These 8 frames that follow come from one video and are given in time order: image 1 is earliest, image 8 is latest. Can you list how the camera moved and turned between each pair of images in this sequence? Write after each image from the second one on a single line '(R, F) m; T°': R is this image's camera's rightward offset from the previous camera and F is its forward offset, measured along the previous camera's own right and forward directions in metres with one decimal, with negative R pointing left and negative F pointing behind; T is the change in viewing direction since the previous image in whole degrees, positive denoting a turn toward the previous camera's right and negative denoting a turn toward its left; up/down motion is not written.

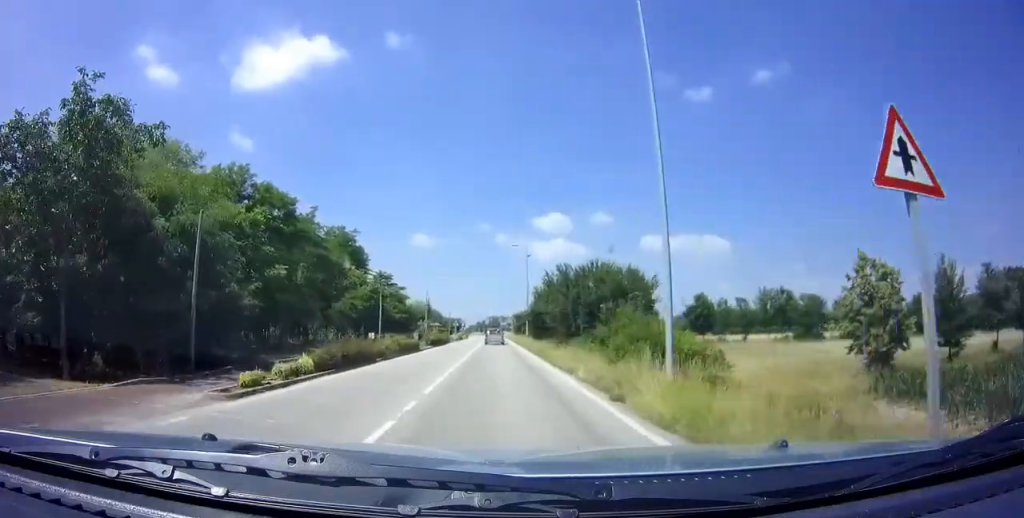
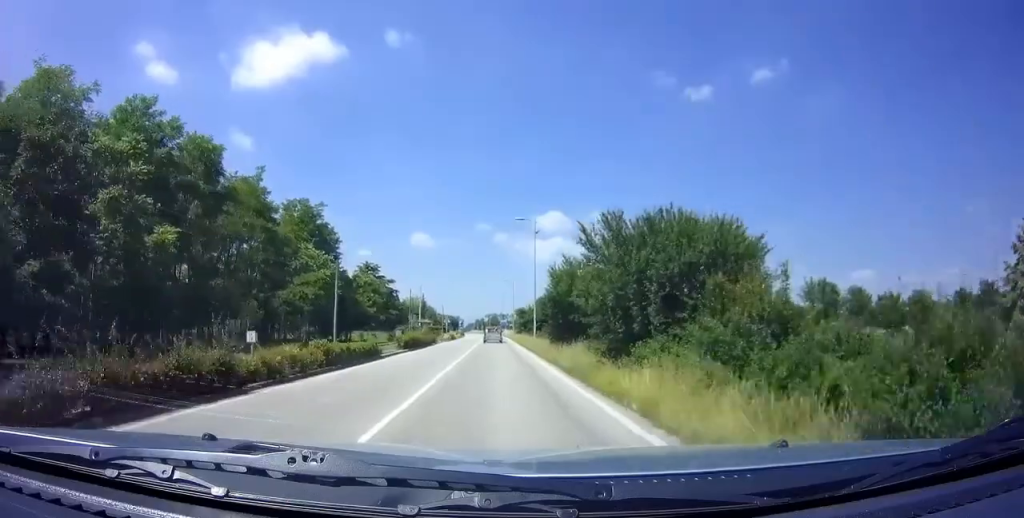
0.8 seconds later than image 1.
(0.0, +12.2) m; 0°
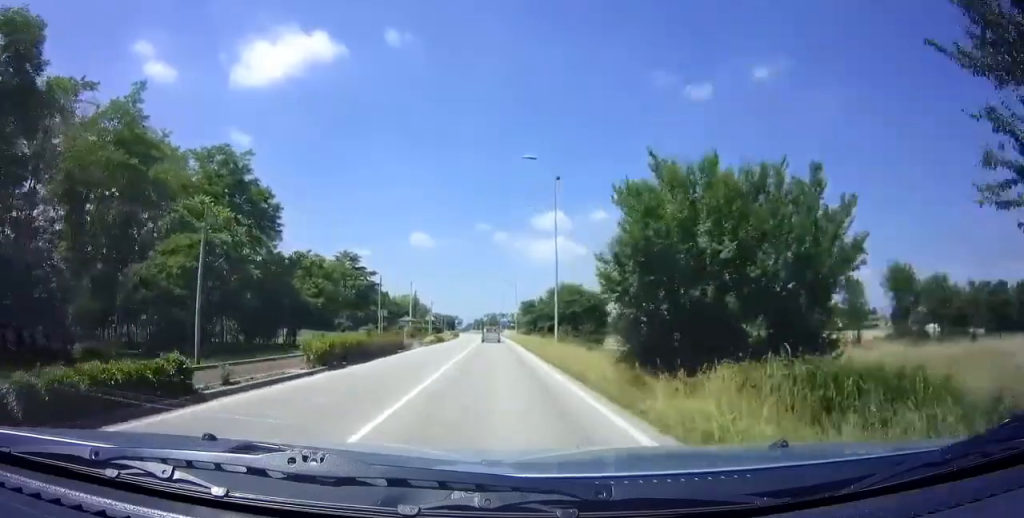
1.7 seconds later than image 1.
(0.0, +15.5) m; 0°
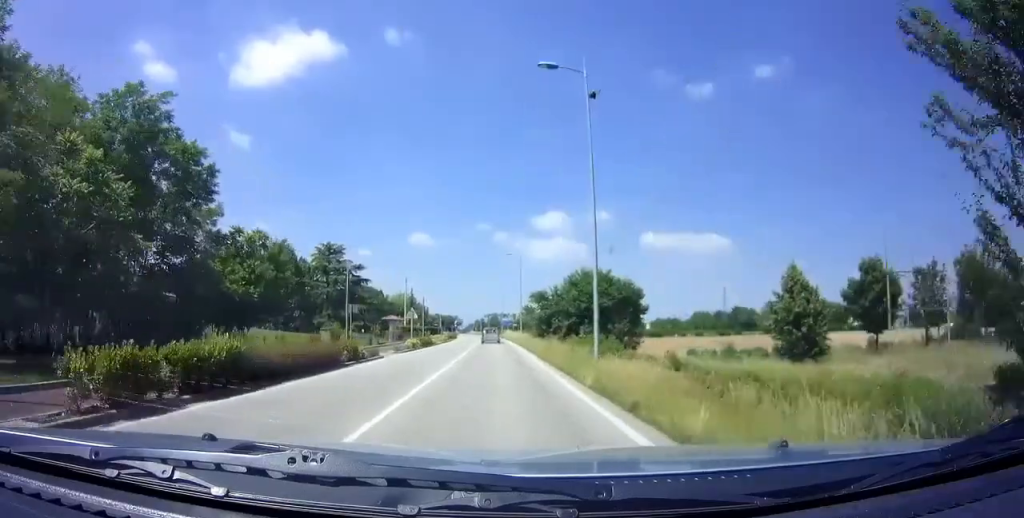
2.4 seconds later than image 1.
(+0.1, +10.2) m; 0°
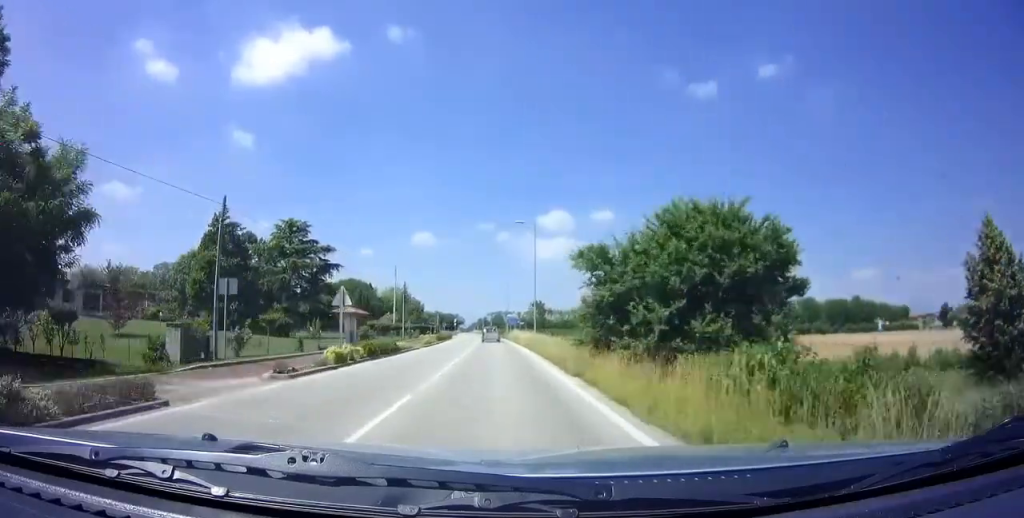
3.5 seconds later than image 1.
(-0.2, +17.8) m; 0°
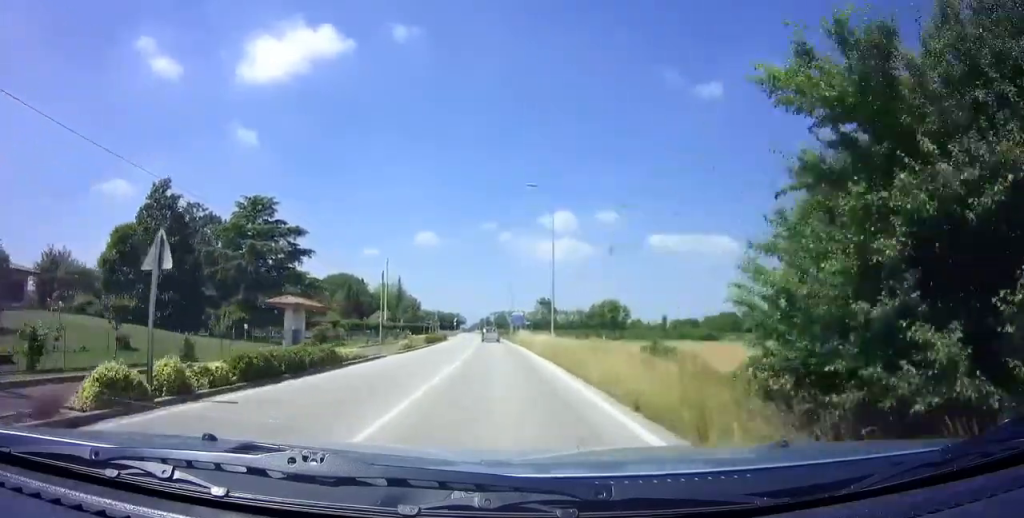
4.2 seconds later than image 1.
(+0.1, +11.4) m; 0°
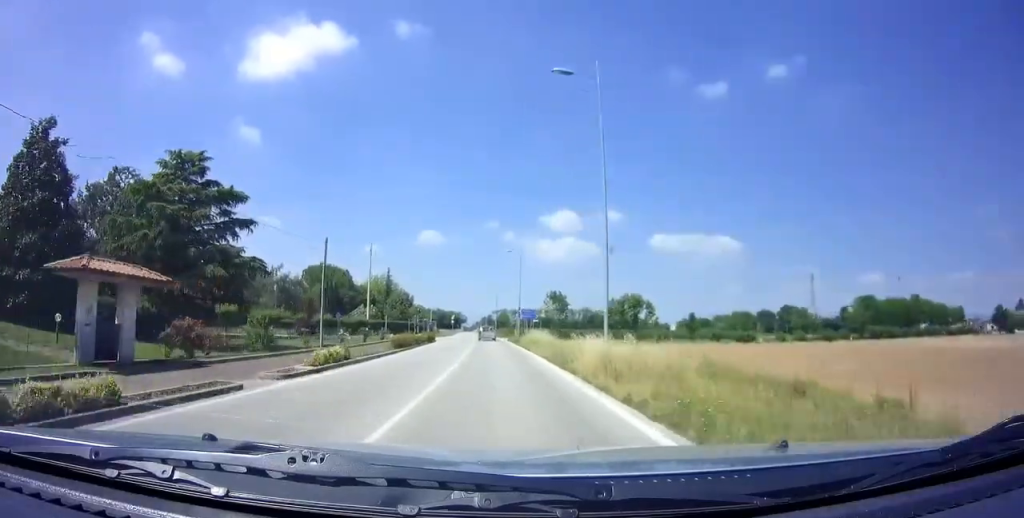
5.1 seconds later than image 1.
(-0.1, +14.9) m; 0°
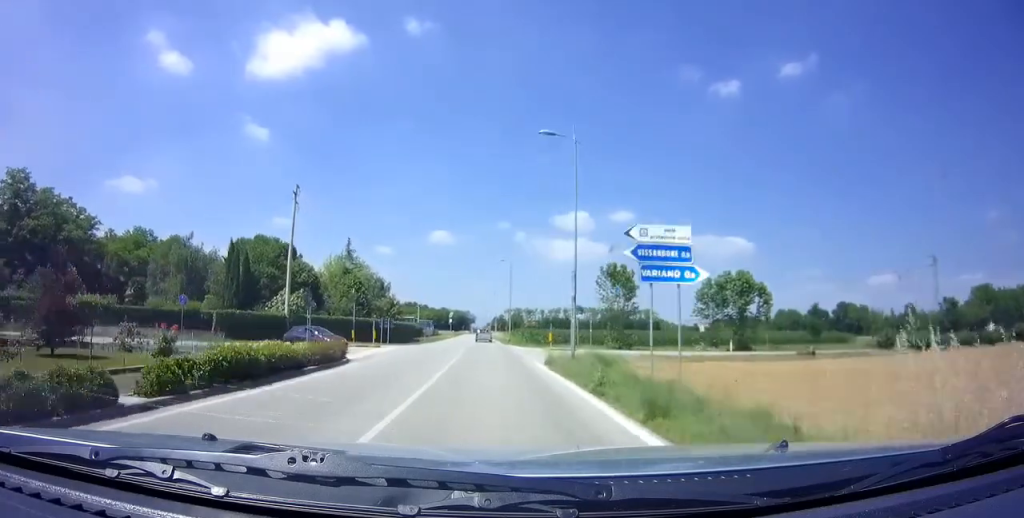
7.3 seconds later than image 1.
(-0.5, +37.4) m; -2°
